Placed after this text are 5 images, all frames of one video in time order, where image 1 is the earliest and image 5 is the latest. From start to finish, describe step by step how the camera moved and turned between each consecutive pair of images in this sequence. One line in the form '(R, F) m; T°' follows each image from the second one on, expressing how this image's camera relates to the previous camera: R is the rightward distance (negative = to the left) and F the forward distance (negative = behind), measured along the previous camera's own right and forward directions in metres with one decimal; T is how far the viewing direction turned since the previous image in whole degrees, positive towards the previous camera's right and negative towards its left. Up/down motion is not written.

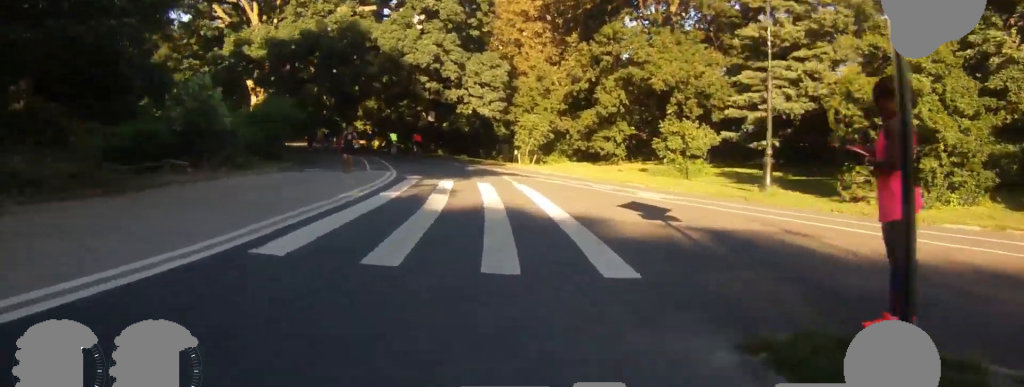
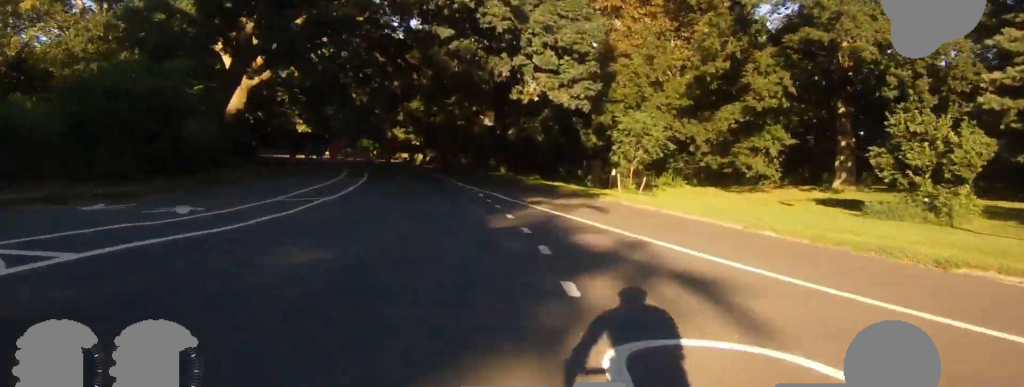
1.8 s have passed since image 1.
(-1.3, +17.3) m; -14°
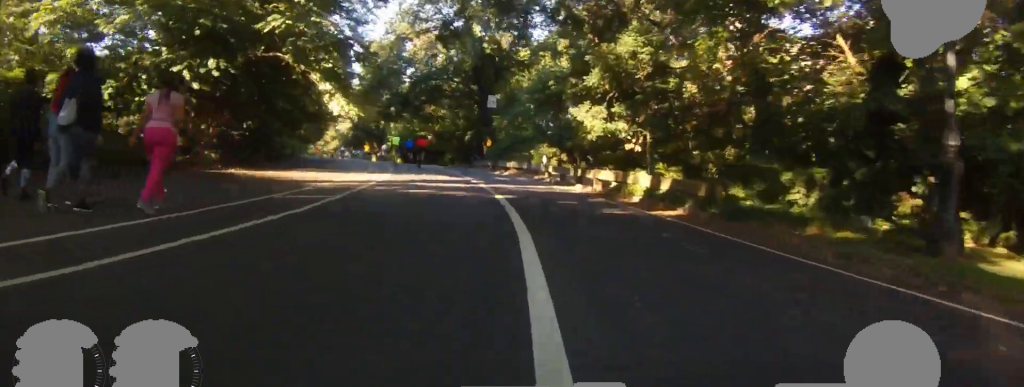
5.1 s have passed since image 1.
(-2.3, +29.7) m; -5°
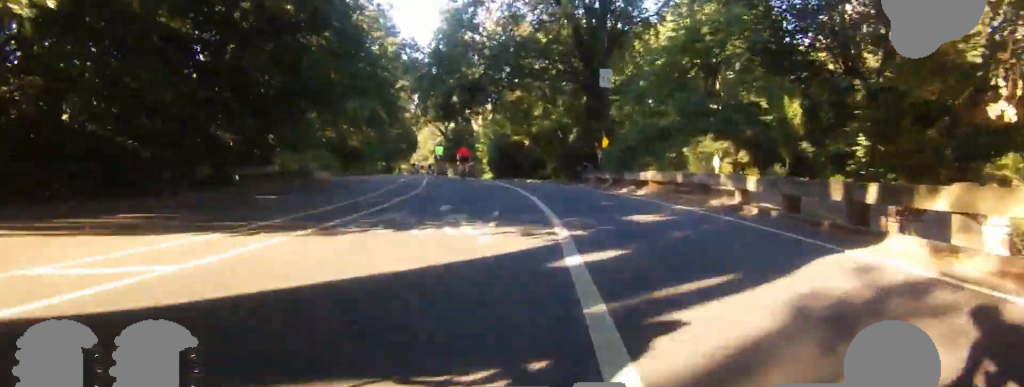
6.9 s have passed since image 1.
(-2.6, +15.7) m; -23°
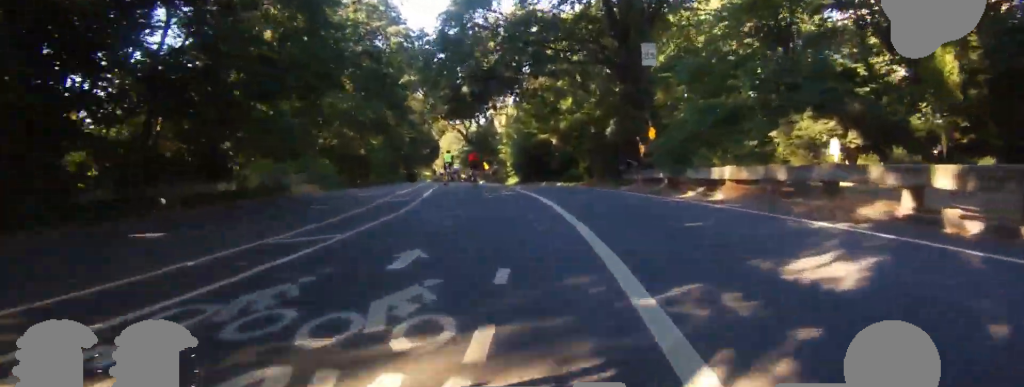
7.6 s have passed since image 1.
(-0.7, +5.8) m; -7°
